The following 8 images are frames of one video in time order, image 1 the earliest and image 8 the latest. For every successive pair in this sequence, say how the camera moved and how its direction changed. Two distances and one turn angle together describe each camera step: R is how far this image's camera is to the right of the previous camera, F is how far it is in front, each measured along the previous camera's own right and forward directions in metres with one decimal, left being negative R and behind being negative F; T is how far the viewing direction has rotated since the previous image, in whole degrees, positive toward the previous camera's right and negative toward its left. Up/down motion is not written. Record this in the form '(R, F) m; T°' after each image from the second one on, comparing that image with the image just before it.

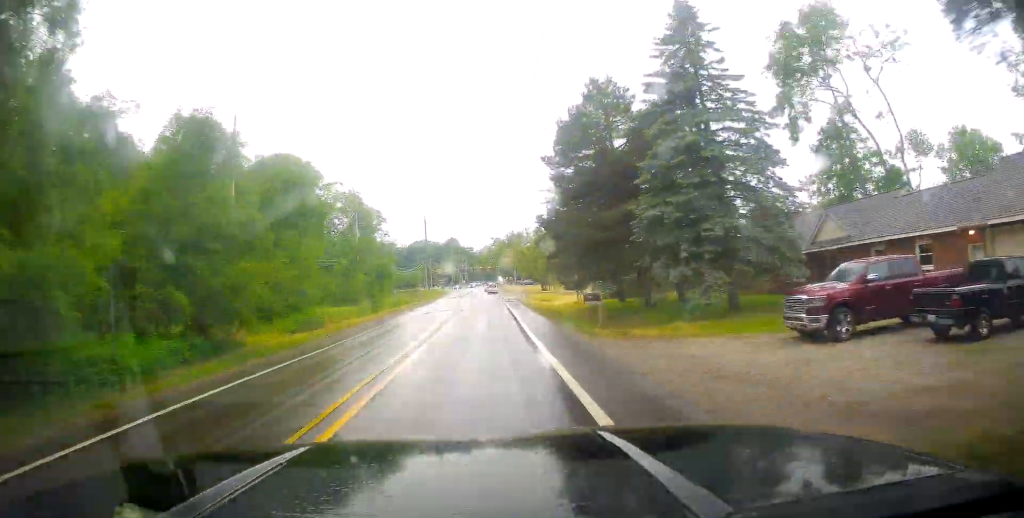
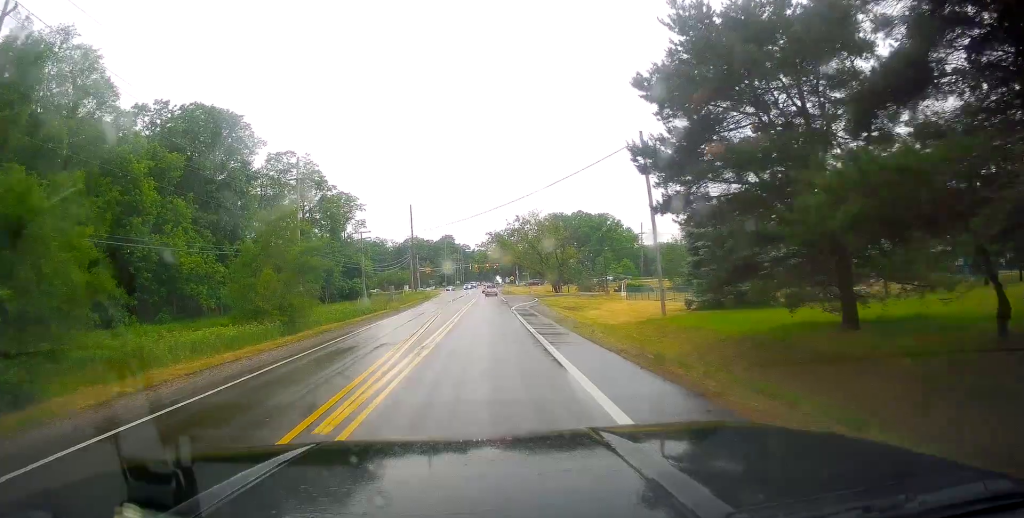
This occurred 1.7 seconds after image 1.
(0.0, +25.7) m; 0°
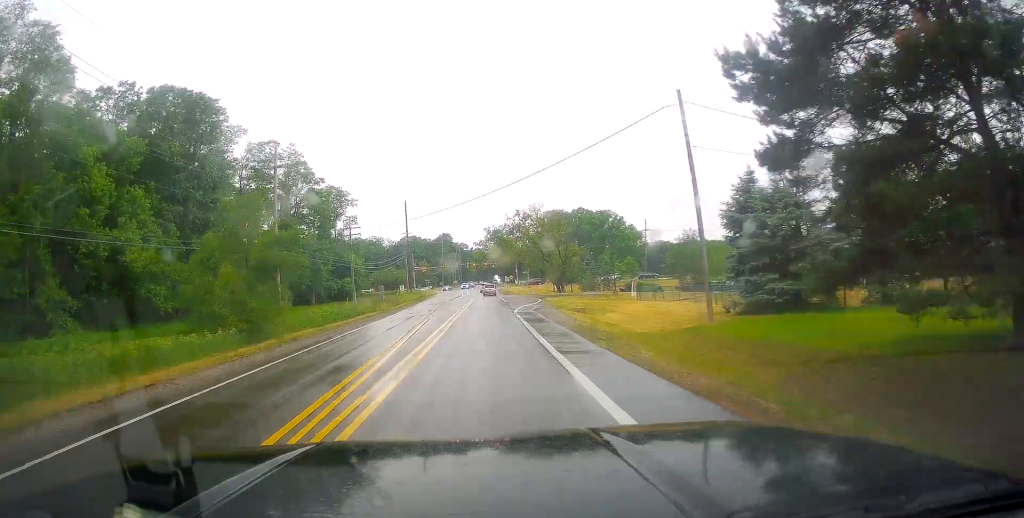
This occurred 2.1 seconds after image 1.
(0.0, +6.1) m; 0°
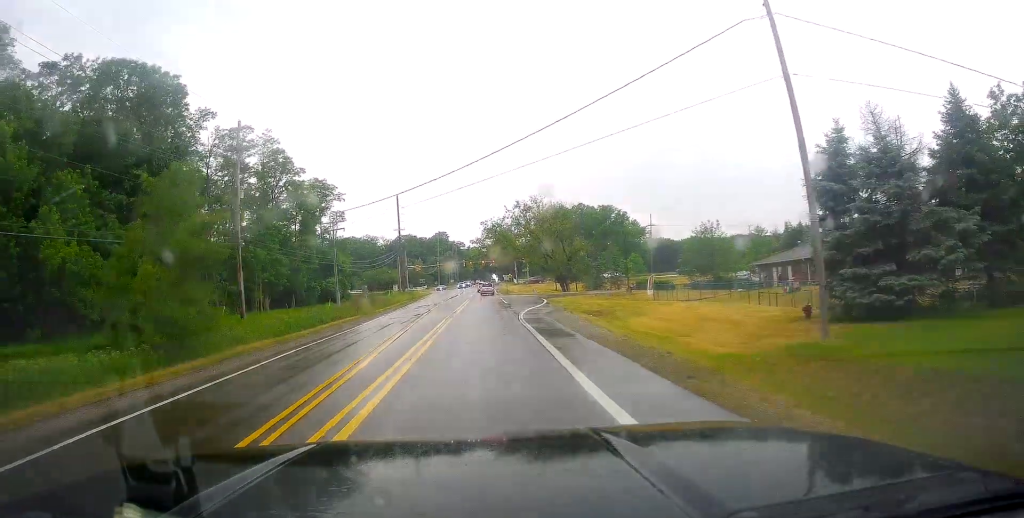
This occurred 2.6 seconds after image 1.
(0.0, +8.1) m; 0°
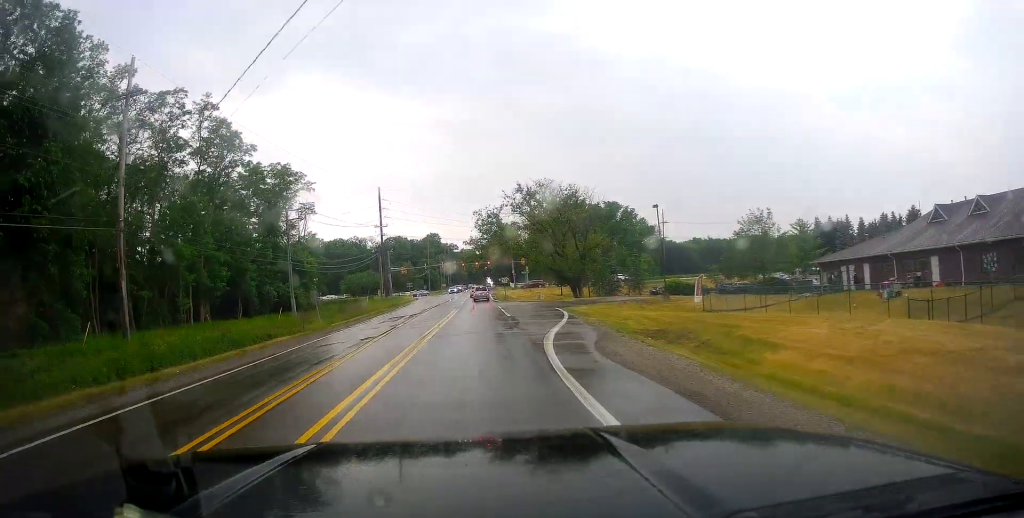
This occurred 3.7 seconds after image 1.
(0.0, +16.4) m; 0°
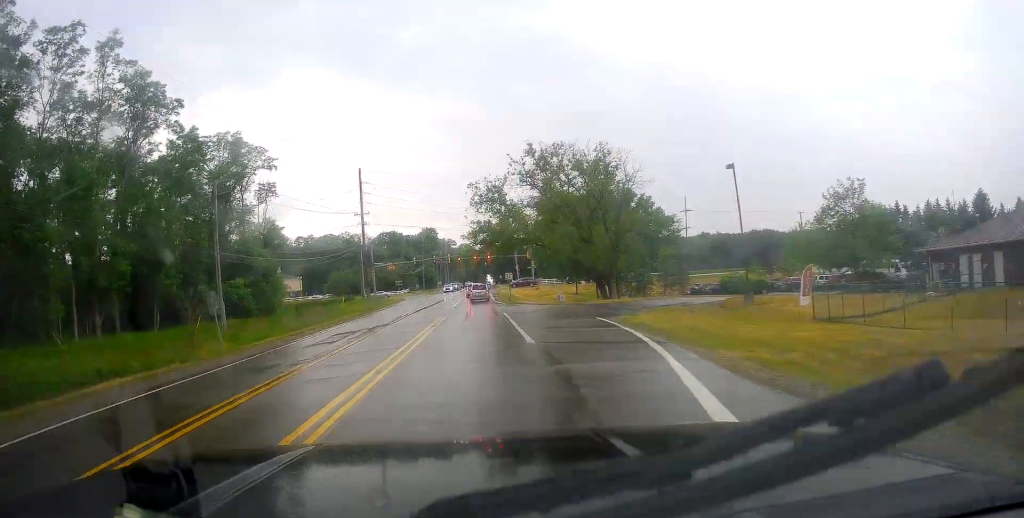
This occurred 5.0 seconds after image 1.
(-0.1, +17.7) m; +1°
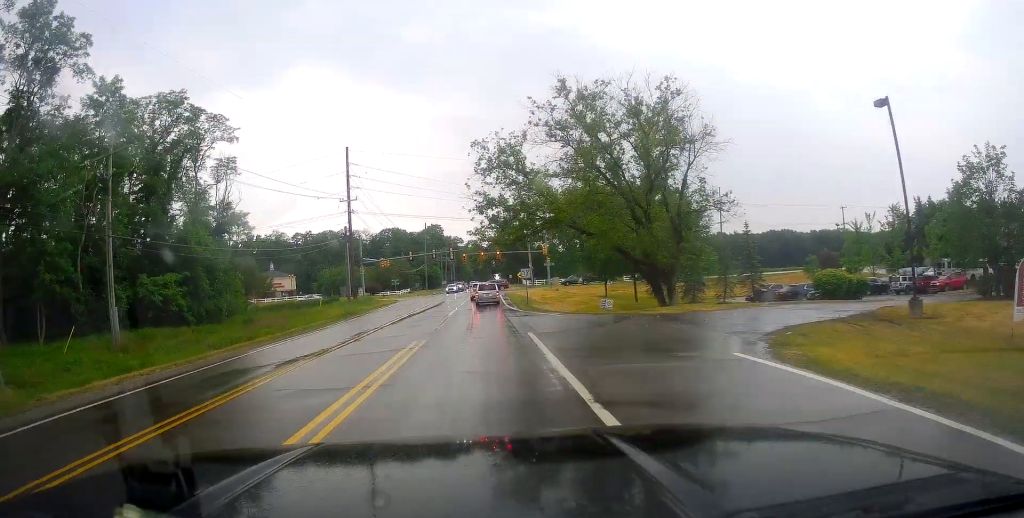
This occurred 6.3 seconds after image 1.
(+0.5, +15.8) m; +3°
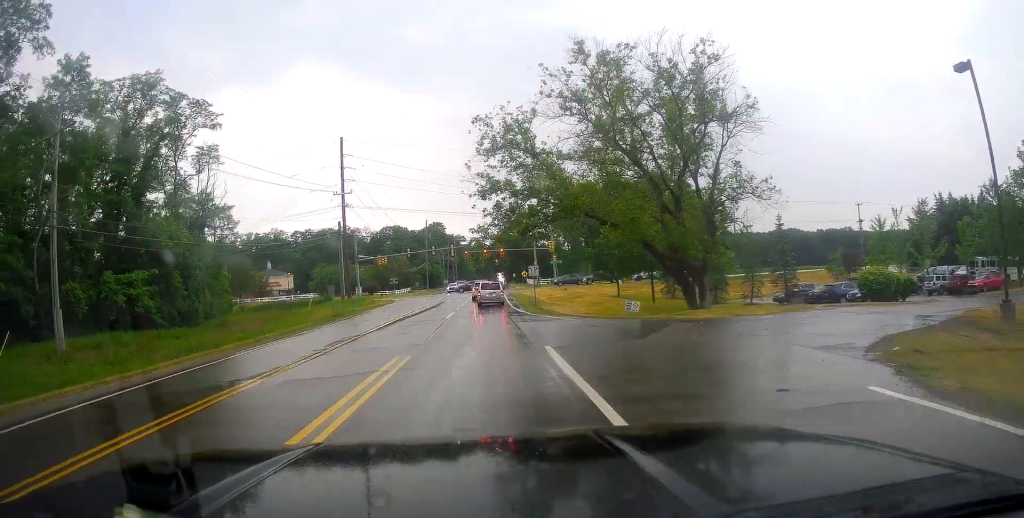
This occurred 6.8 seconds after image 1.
(0.0, +5.1) m; -1°
